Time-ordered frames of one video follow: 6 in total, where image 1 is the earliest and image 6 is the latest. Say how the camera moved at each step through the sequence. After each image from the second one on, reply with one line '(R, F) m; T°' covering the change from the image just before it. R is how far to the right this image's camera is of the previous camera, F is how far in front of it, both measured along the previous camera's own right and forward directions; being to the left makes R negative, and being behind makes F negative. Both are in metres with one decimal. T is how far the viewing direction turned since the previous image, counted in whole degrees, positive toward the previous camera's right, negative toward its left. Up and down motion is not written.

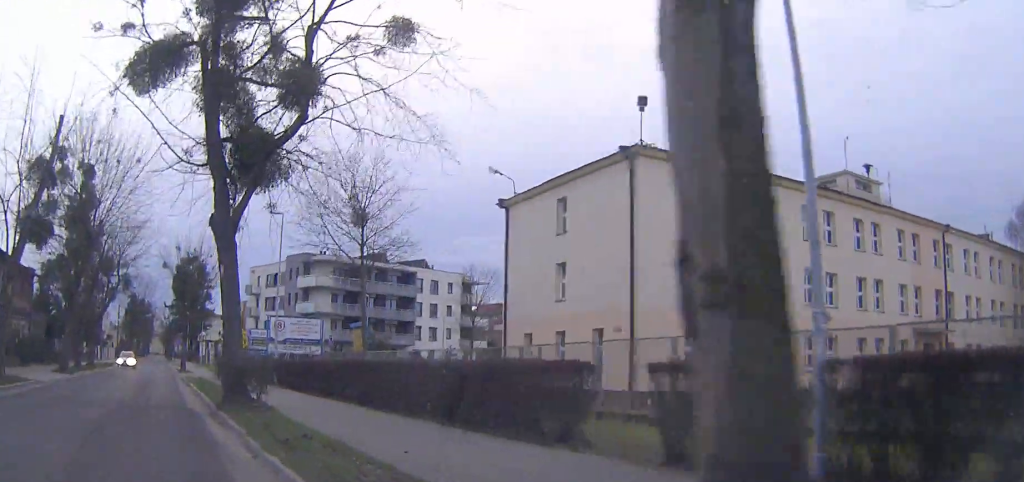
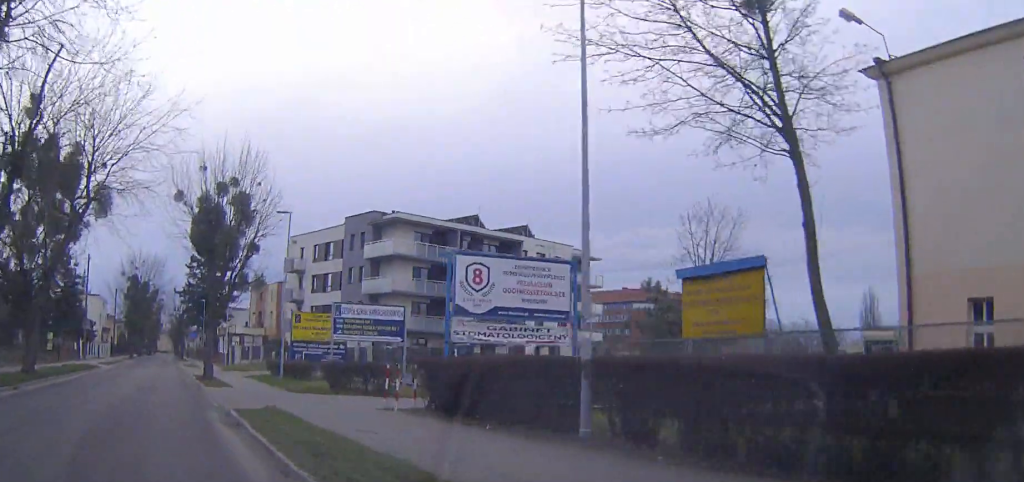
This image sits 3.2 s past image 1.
(-0.2, +26.0) m; -1°
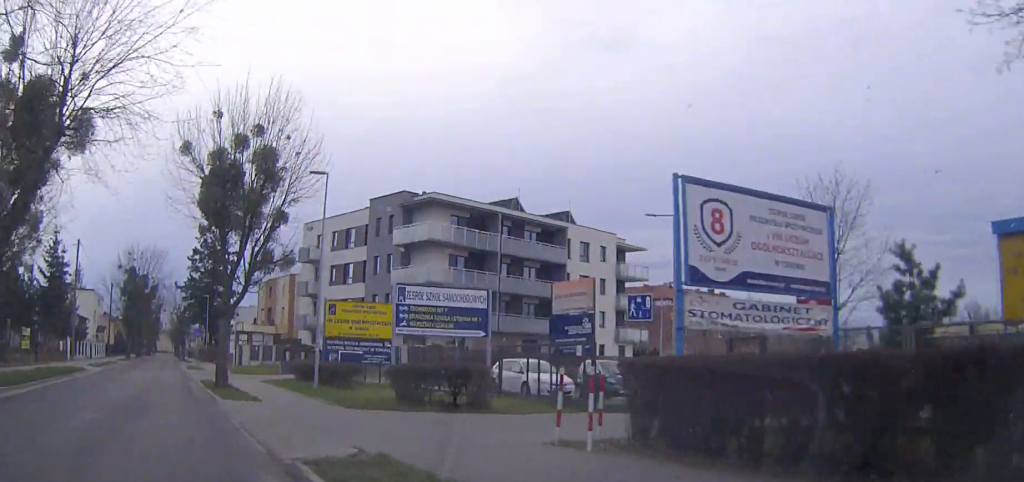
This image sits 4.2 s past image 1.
(0.0, +8.0) m; 0°
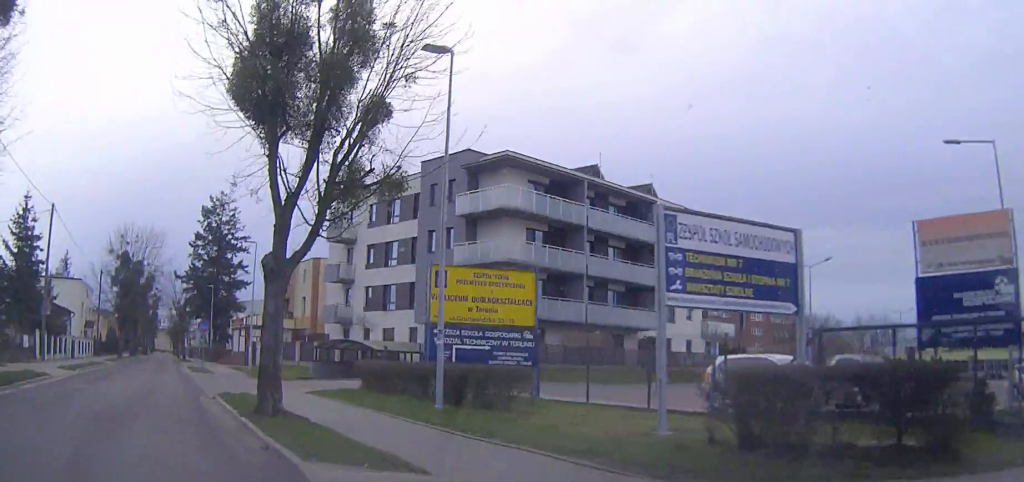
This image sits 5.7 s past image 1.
(+0.1, +12.7) m; 0°
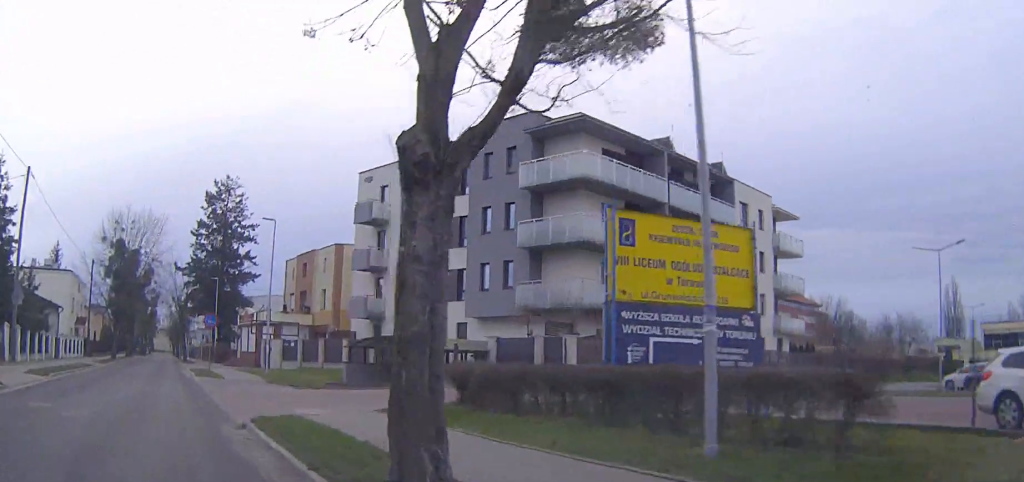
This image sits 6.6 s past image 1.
(-0.1, +8.2) m; 0°
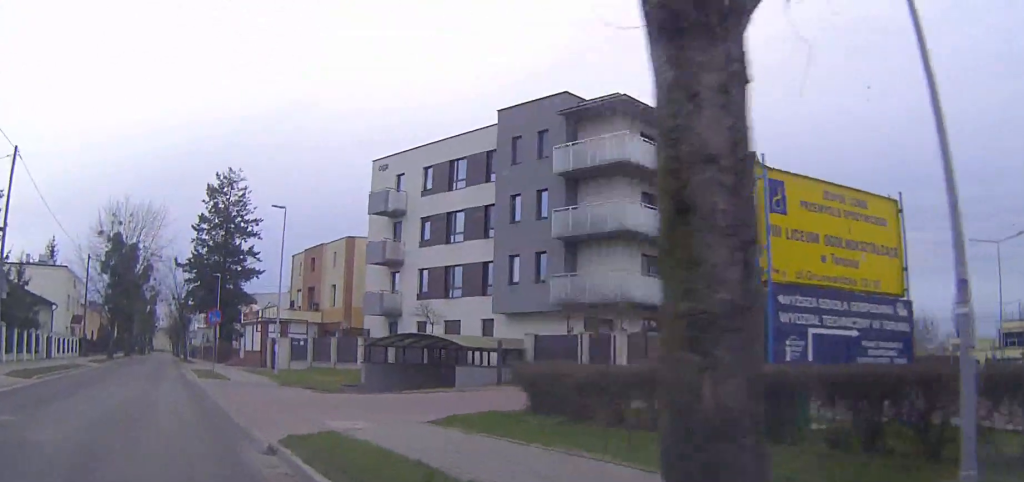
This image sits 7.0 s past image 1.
(0.0, +3.4) m; 0°
